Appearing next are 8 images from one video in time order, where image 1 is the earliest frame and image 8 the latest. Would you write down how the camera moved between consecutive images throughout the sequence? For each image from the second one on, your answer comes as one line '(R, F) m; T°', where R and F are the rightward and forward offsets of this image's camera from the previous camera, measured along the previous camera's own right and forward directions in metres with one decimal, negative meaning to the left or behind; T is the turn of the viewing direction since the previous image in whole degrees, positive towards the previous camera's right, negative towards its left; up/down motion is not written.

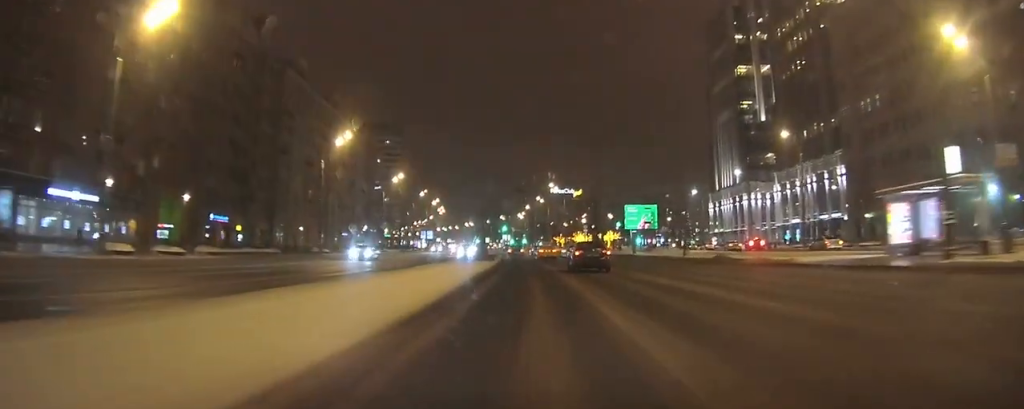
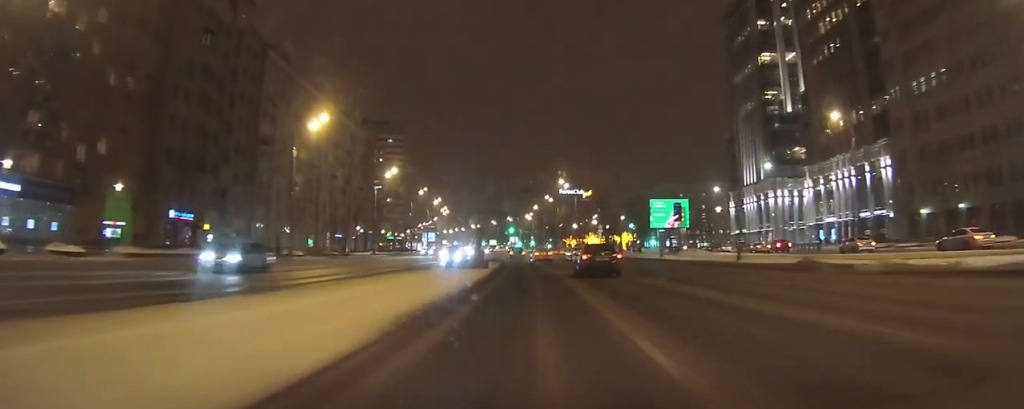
(-0.1, +11.0) m; -1°
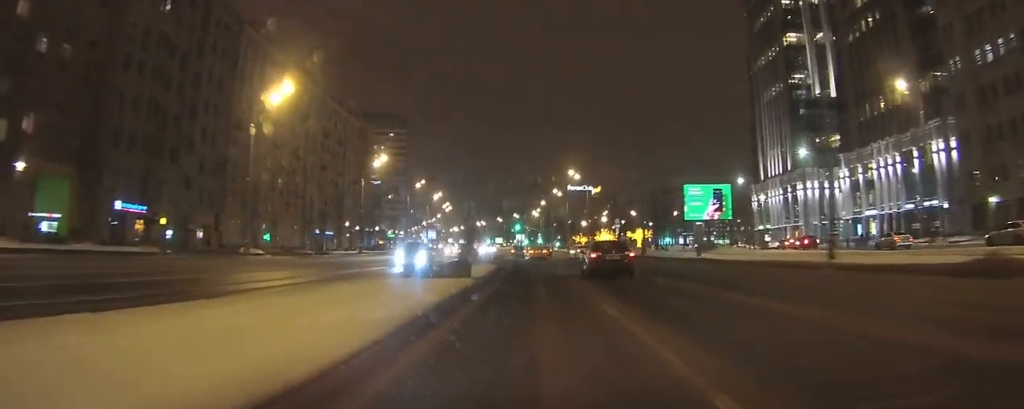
(0.0, +11.1) m; -1°
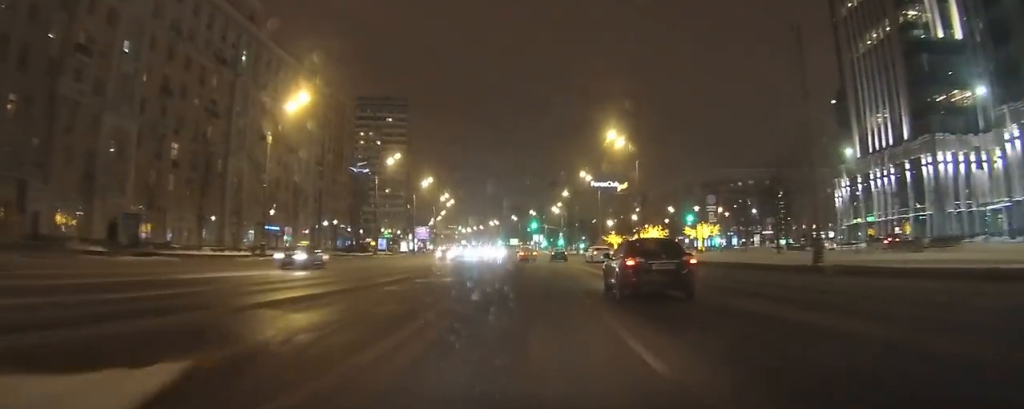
(-1.5, +36.6) m; -4°
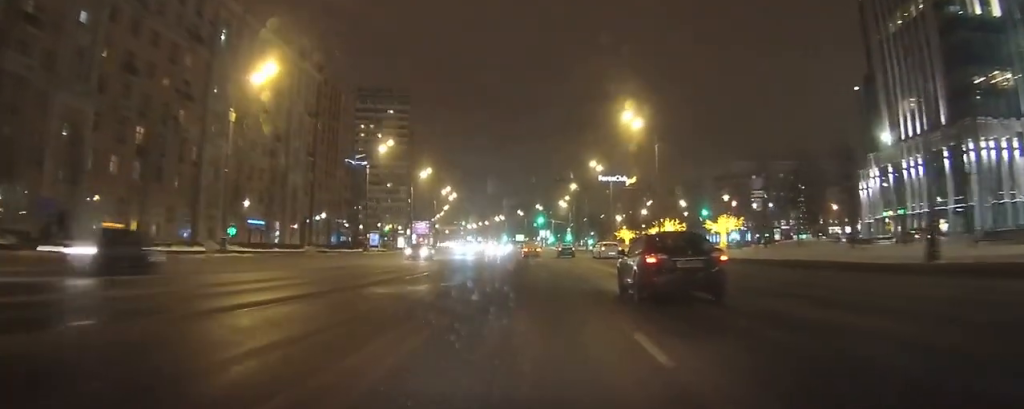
(0.0, +8.1) m; 0°
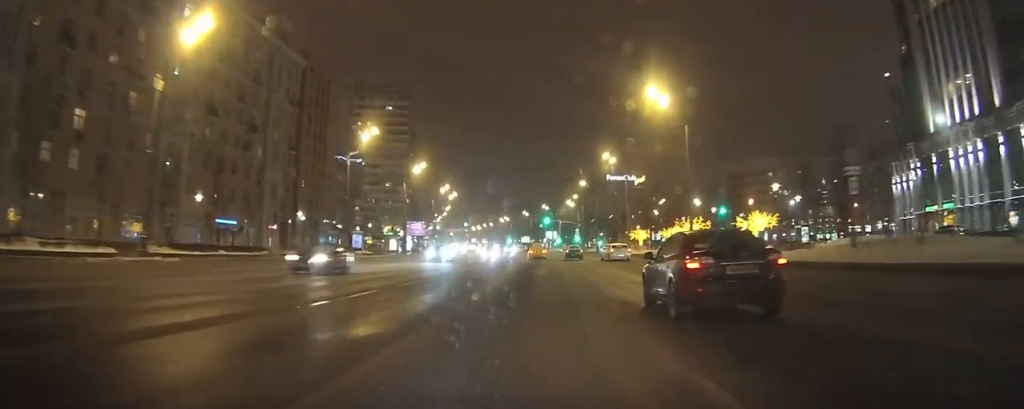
(-0.1, +11.1) m; 0°
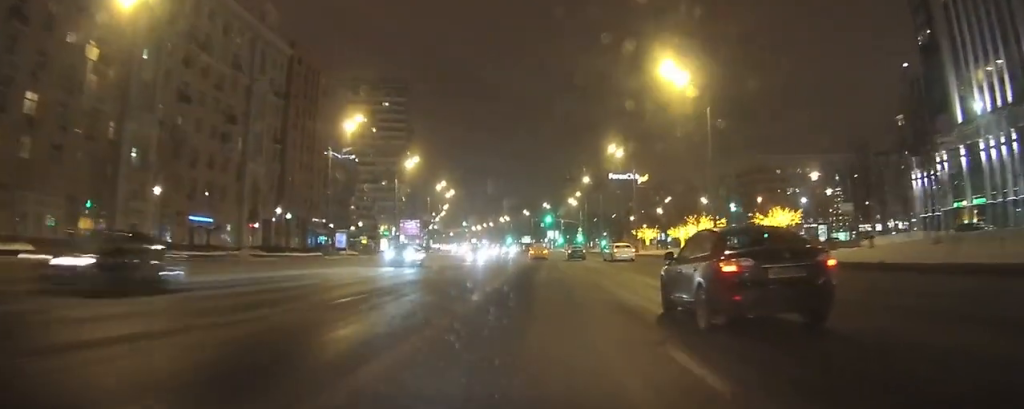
(0.0, +6.9) m; 0°
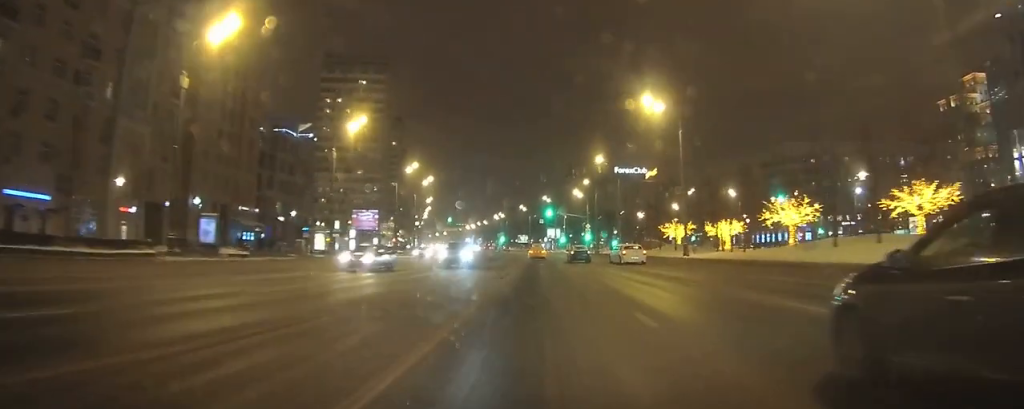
(+0.2, +30.6) m; +1°
